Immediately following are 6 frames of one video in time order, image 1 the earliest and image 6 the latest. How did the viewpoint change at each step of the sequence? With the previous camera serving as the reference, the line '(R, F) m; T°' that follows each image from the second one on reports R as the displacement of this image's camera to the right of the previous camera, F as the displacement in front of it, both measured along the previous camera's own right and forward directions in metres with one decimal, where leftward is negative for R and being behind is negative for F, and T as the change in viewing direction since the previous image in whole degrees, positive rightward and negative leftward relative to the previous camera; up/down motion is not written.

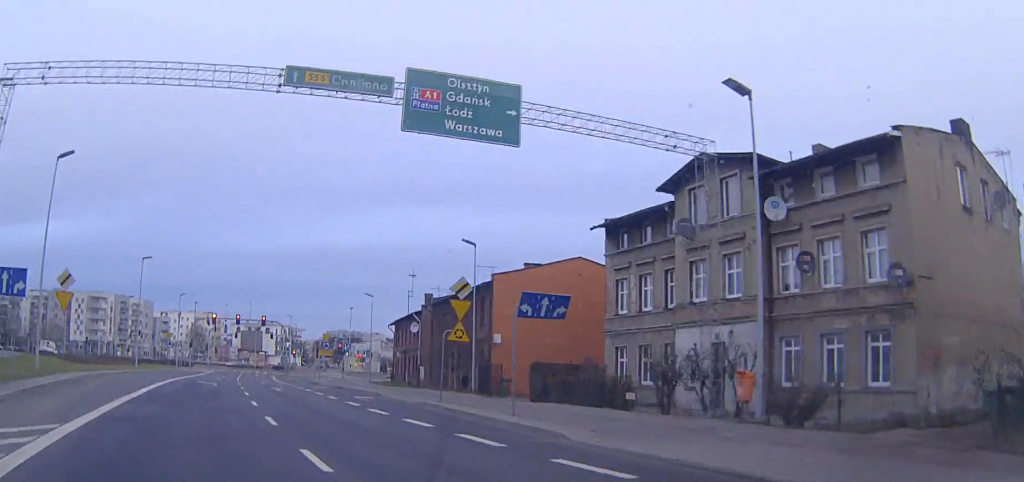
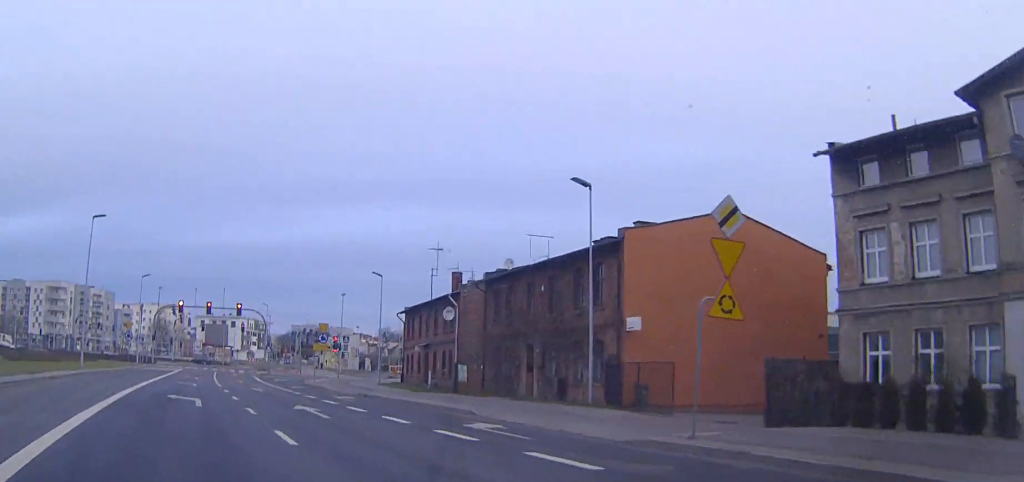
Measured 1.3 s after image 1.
(+0.4, +15.6) m; +3°
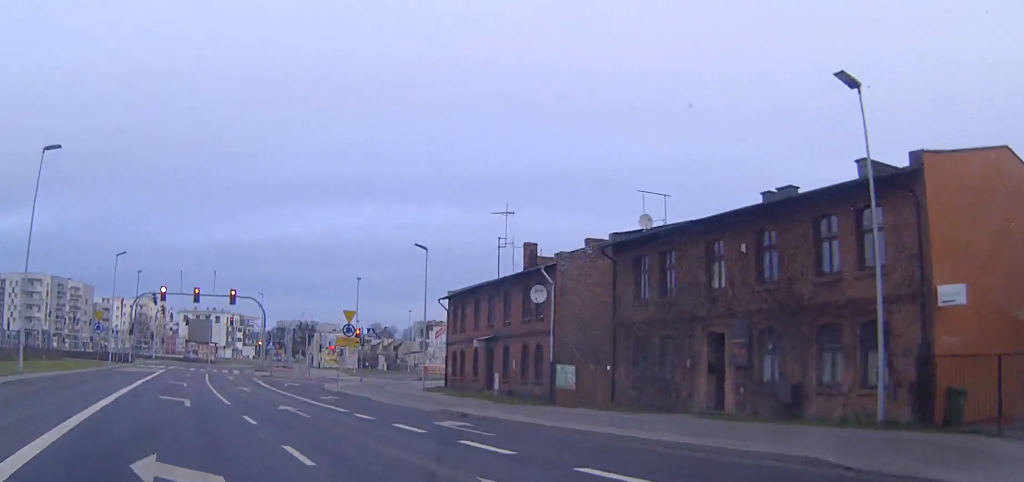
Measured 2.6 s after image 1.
(+0.3, +14.0) m; +3°
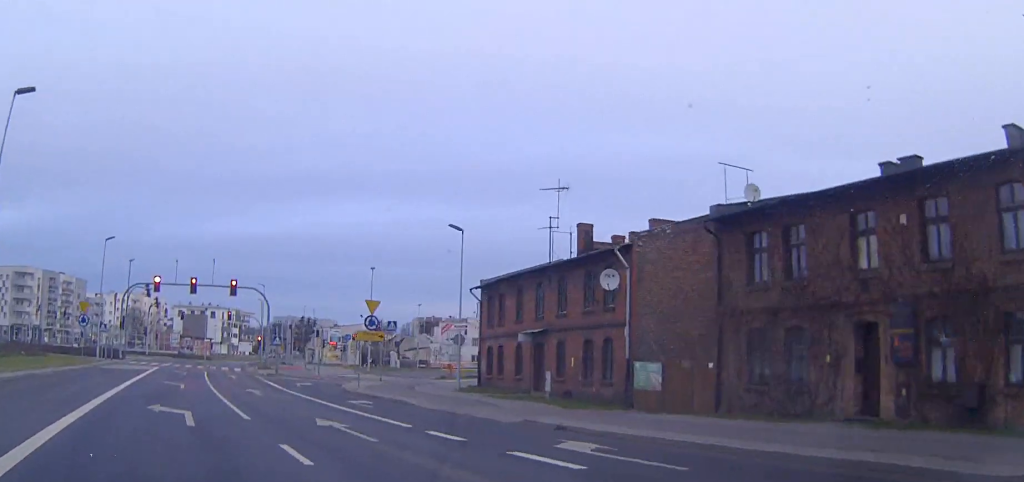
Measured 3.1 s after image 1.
(+0.1, +6.3) m; +1°
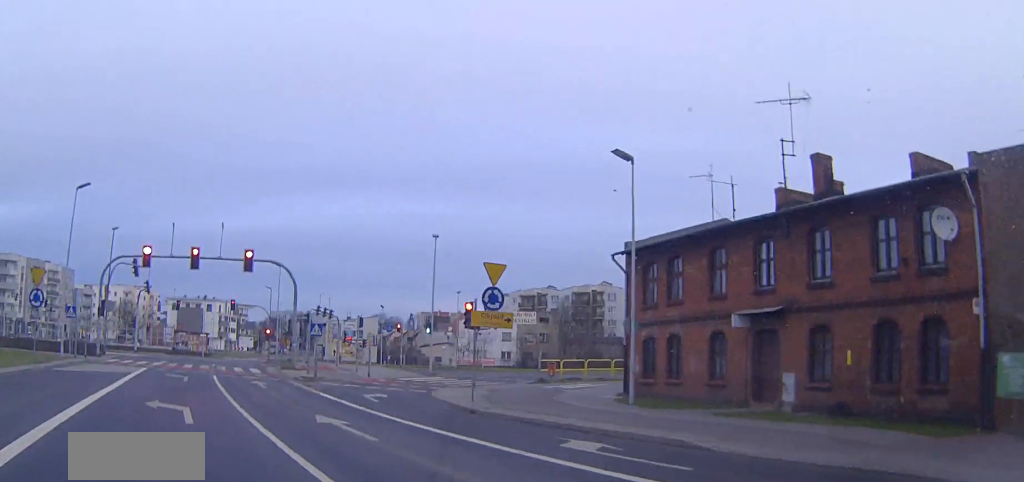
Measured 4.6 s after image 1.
(+0.1, +15.8) m; +1°
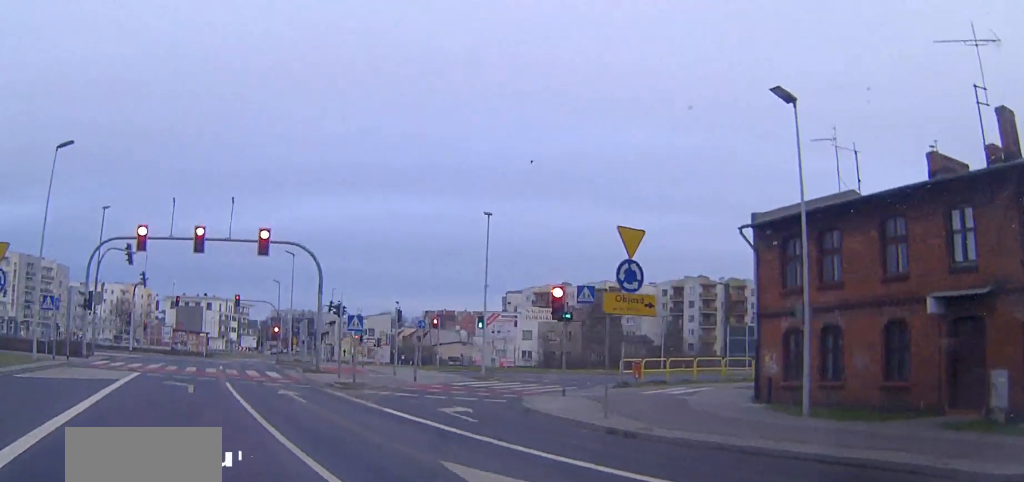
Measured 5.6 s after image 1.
(0.0, +8.5) m; 0°
